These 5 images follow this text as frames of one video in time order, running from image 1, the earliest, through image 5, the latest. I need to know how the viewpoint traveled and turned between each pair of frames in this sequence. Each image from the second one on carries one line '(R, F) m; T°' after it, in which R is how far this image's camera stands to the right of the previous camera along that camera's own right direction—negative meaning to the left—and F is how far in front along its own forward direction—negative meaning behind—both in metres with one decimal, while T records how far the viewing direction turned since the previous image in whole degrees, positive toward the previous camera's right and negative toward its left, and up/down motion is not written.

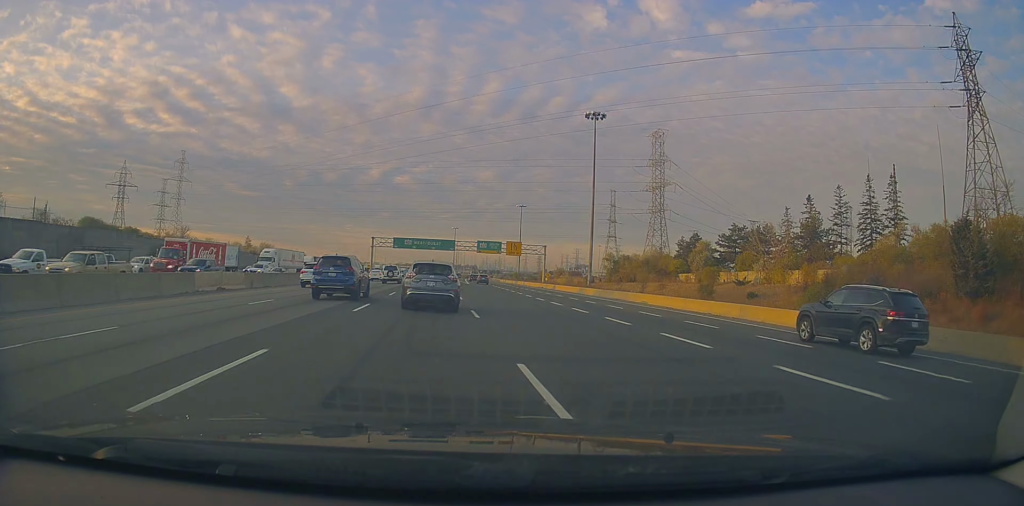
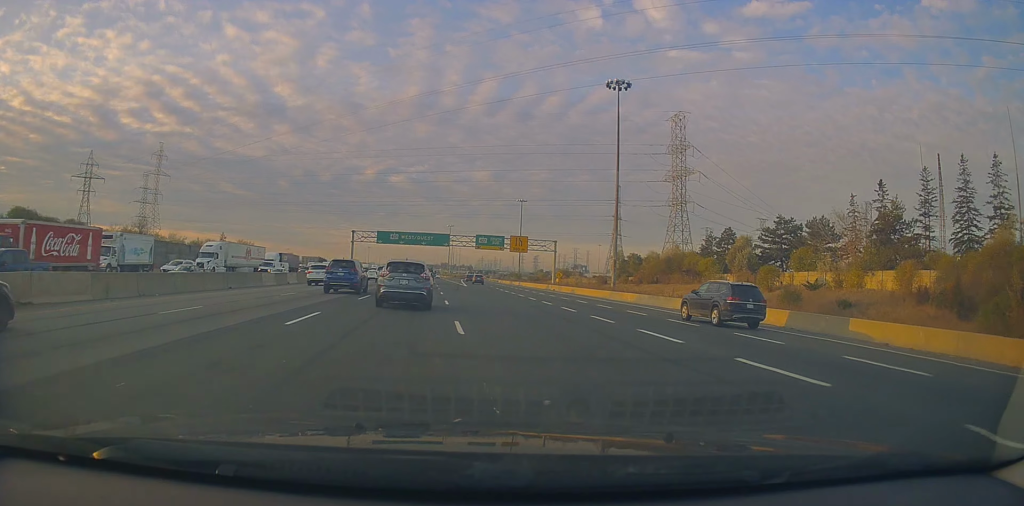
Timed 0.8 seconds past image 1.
(+0.5, +17.0) m; +1°
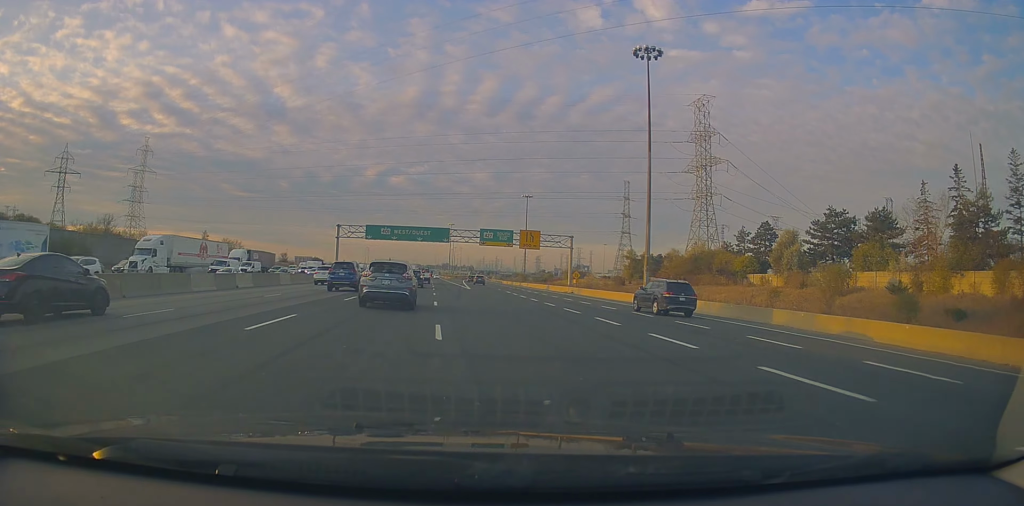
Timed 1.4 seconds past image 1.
(-0.1, +13.0) m; -1°
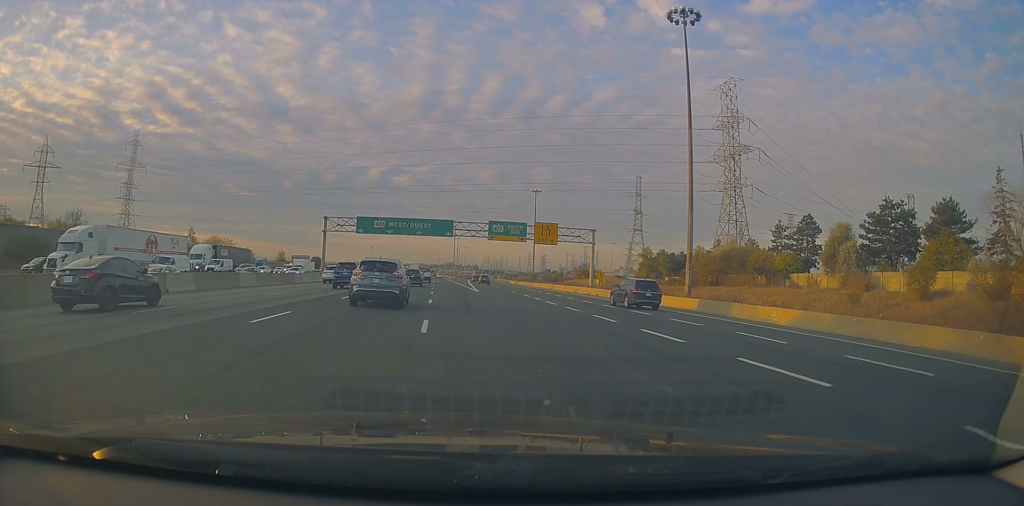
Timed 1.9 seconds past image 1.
(+0.1, +10.9) m; -1°
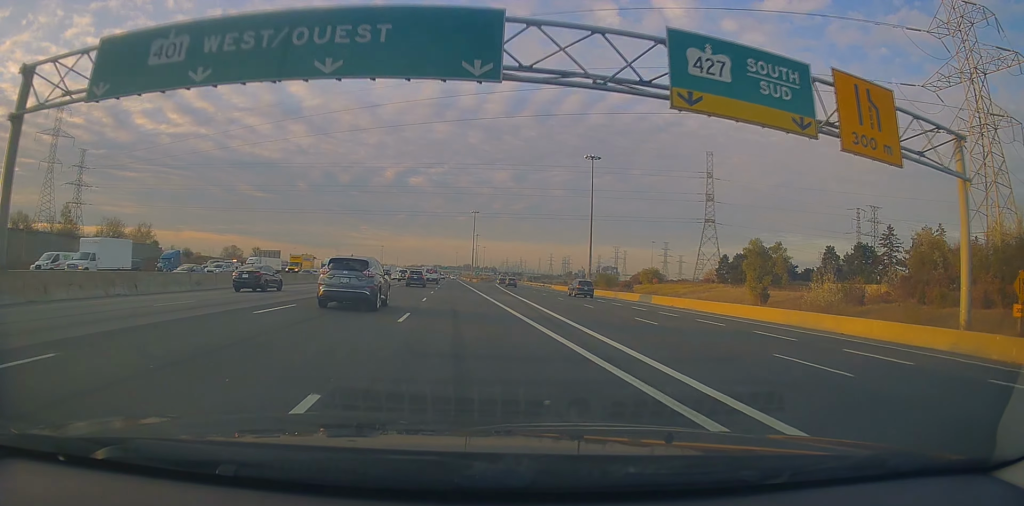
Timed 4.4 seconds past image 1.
(-0.6, +57.3) m; -1°
